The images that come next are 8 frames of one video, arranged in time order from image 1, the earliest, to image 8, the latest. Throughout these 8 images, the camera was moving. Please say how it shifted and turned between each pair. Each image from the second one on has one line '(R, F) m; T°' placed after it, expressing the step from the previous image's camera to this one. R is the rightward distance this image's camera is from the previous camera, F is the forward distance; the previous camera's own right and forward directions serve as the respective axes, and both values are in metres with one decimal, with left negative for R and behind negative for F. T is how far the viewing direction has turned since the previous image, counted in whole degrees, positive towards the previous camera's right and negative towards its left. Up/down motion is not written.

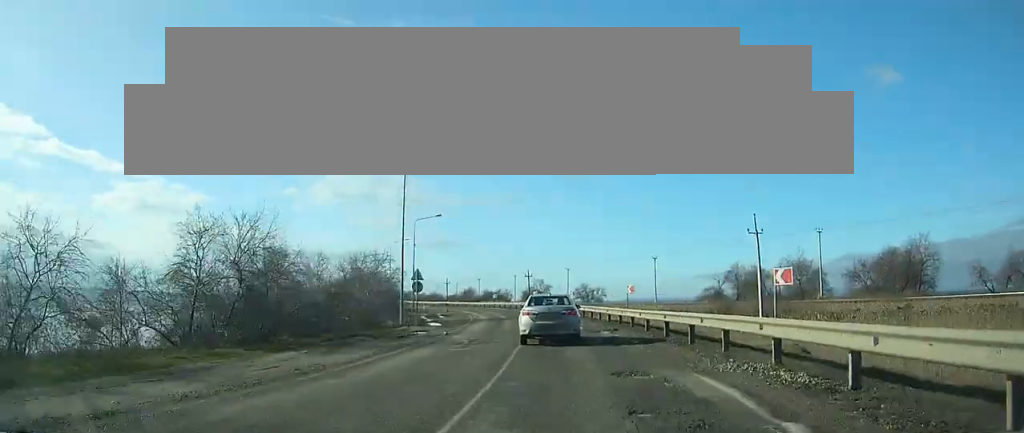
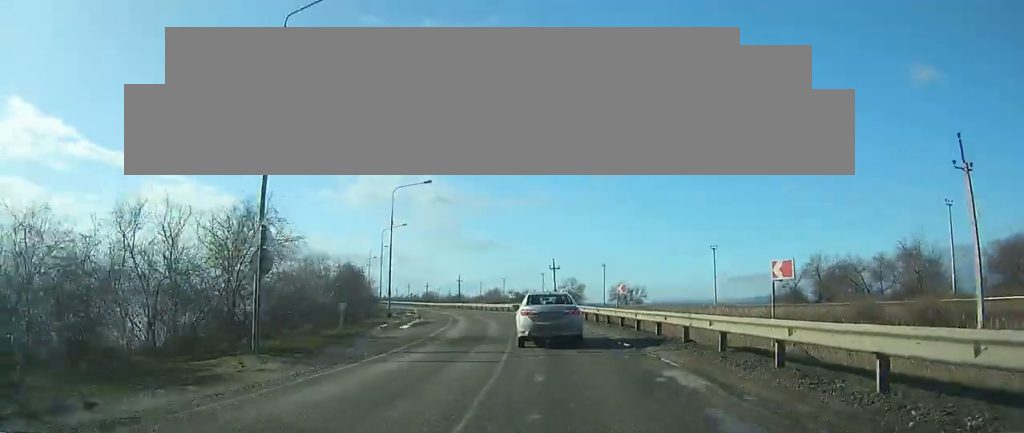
(-1.1, +21.9) m; -5°
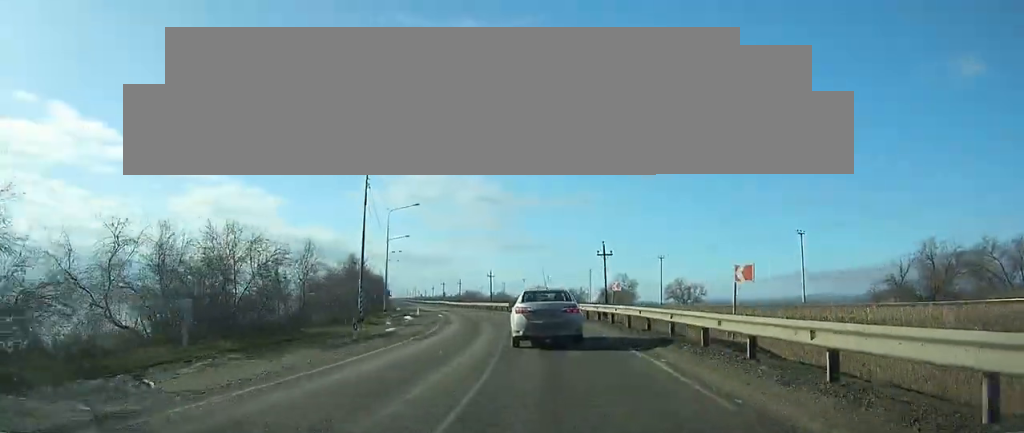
(-0.6, +16.6) m; -4°
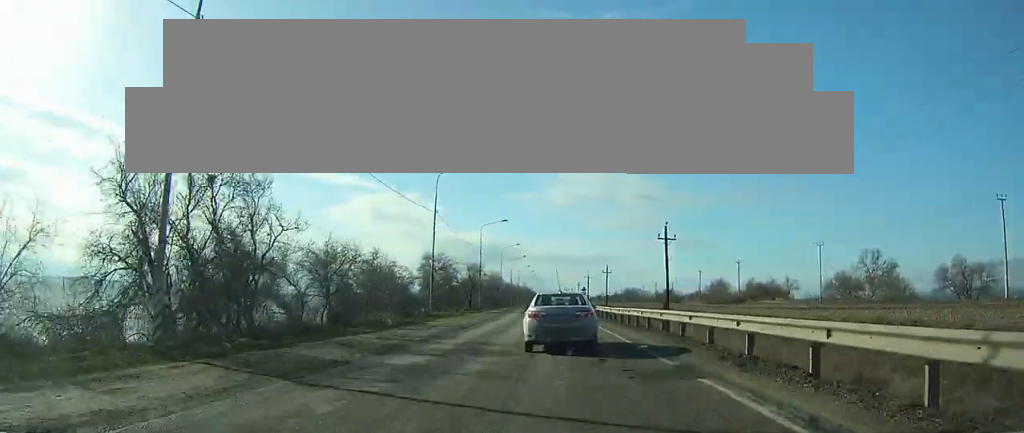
(-6.8, +55.1) m; -12°
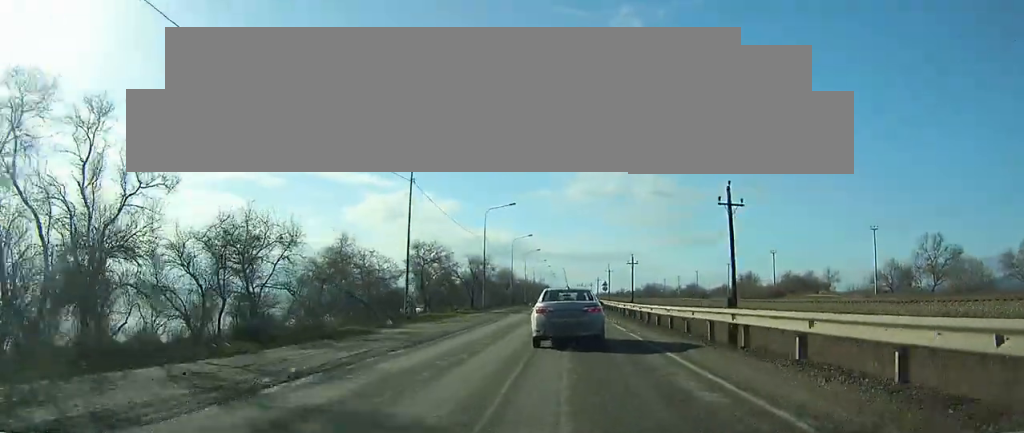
(-0.4, +11.4) m; -1°
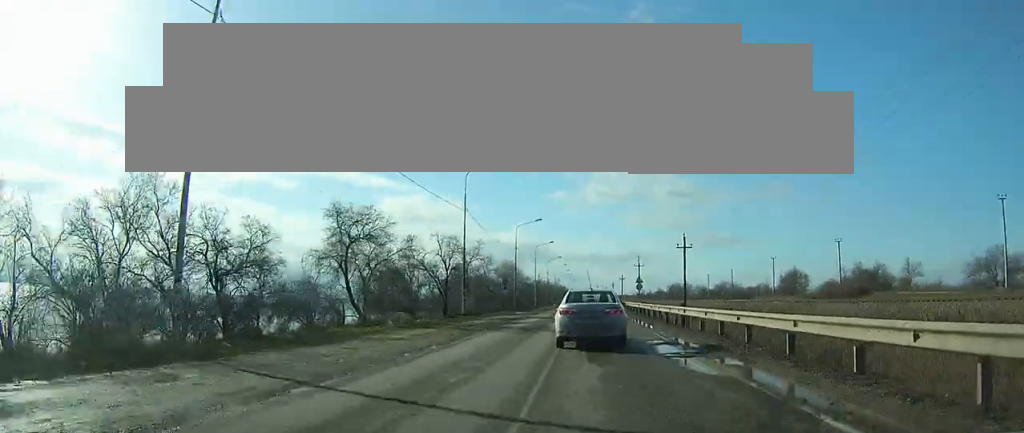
(-0.4, +22.0) m; -1°
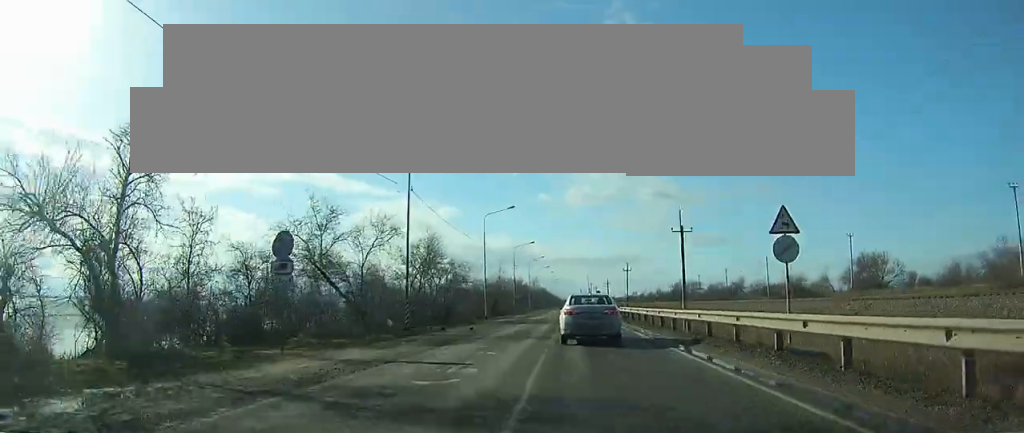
(+0.5, +45.4) m; +1°
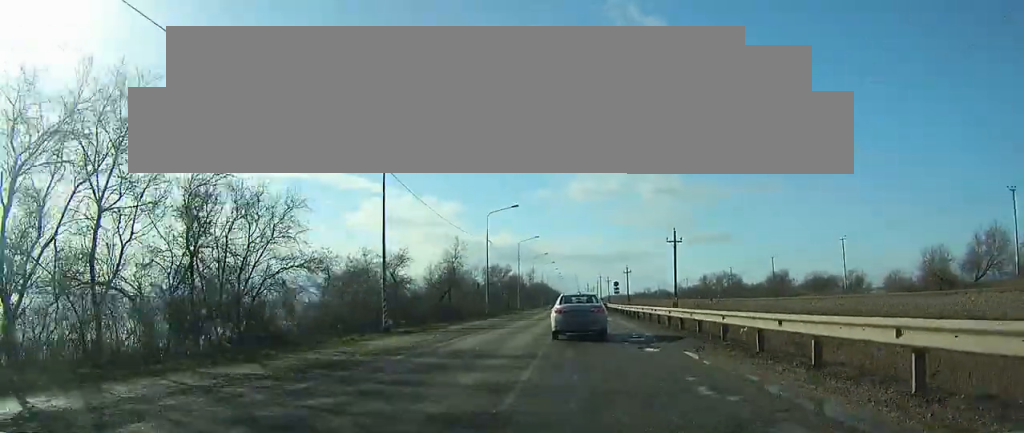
(-0.1, +35.1) m; -1°
